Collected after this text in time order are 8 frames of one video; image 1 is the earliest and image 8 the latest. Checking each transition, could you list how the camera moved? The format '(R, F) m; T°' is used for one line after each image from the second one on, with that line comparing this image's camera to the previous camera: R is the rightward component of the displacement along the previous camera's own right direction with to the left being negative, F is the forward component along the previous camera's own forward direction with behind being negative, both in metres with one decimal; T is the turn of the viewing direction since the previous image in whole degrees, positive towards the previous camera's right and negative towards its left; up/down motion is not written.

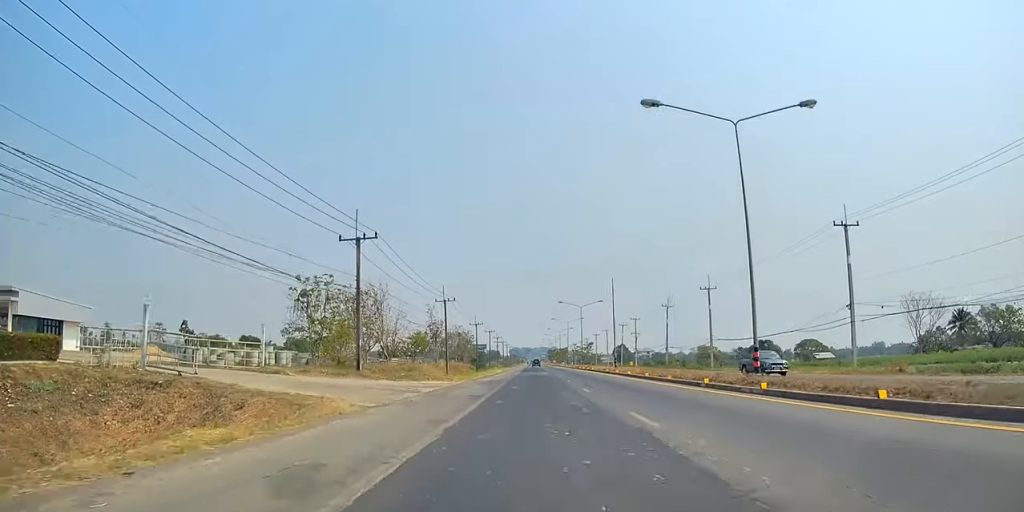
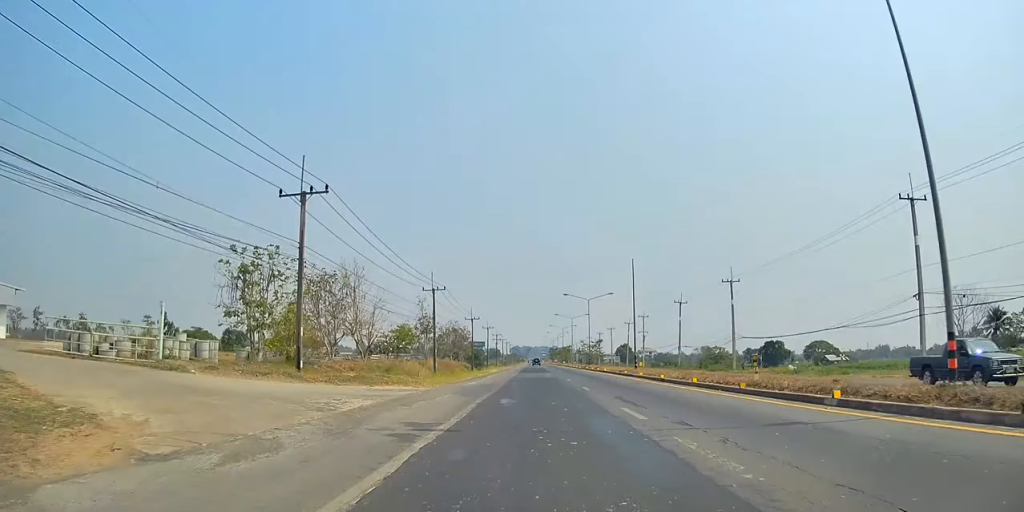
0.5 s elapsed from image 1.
(+0.3, +11.0) m; 0°
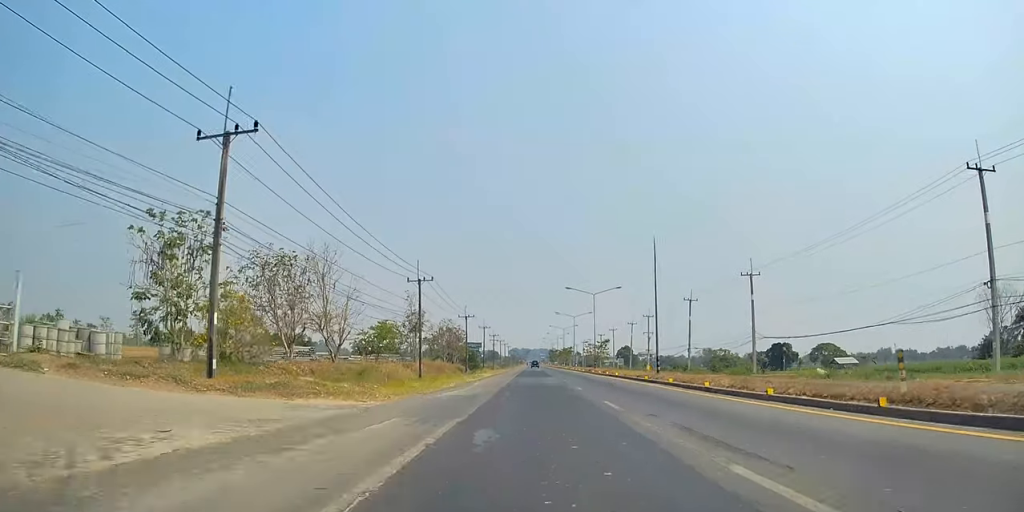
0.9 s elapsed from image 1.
(-0.2, +8.5) m; -1°
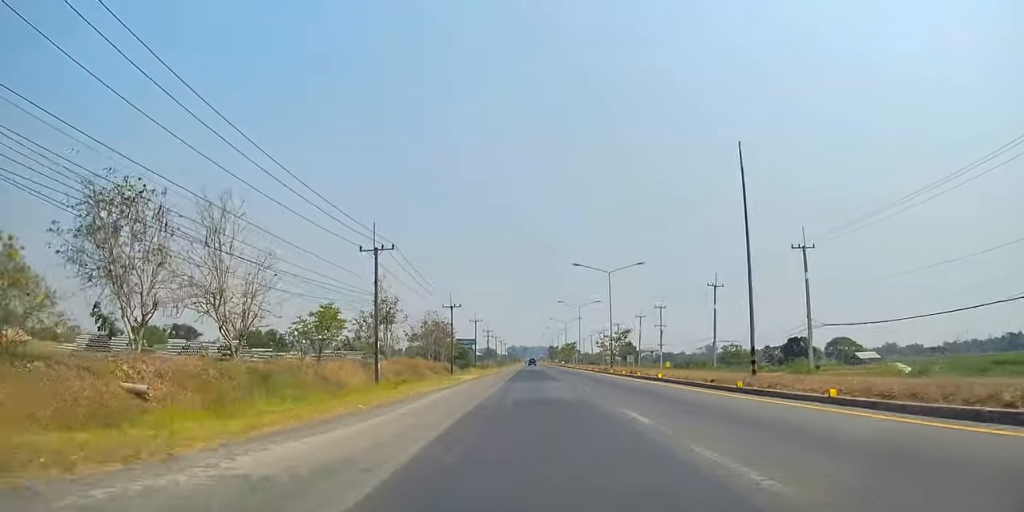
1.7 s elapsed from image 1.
(-0.3, +16.3) m; -2°
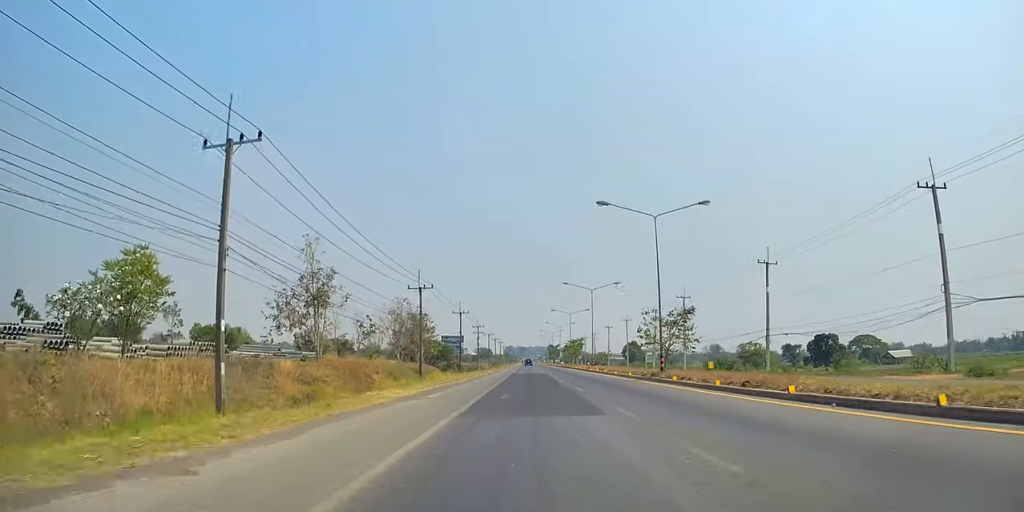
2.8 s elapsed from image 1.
(-0.1, +23.9) m; +1°
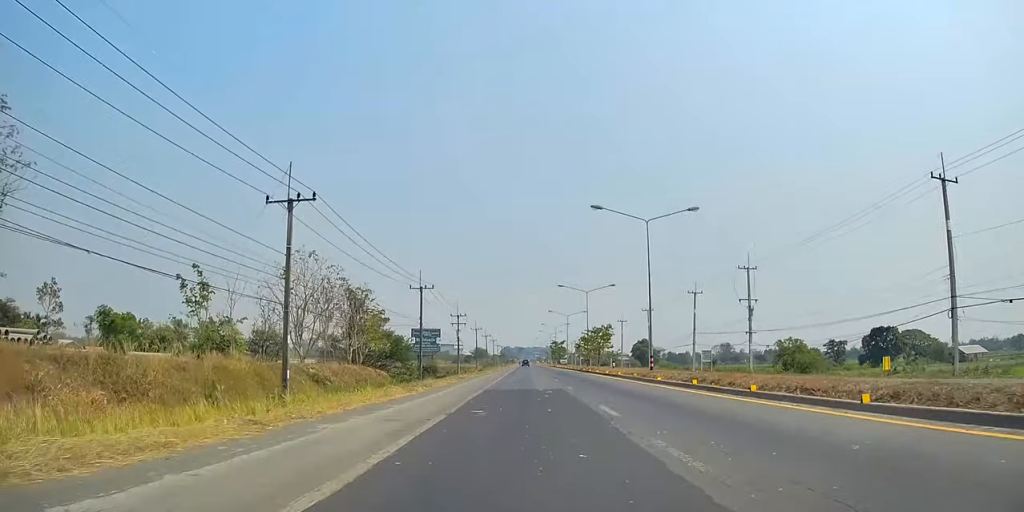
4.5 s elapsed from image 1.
(-0.3, +36.6) m; -2°
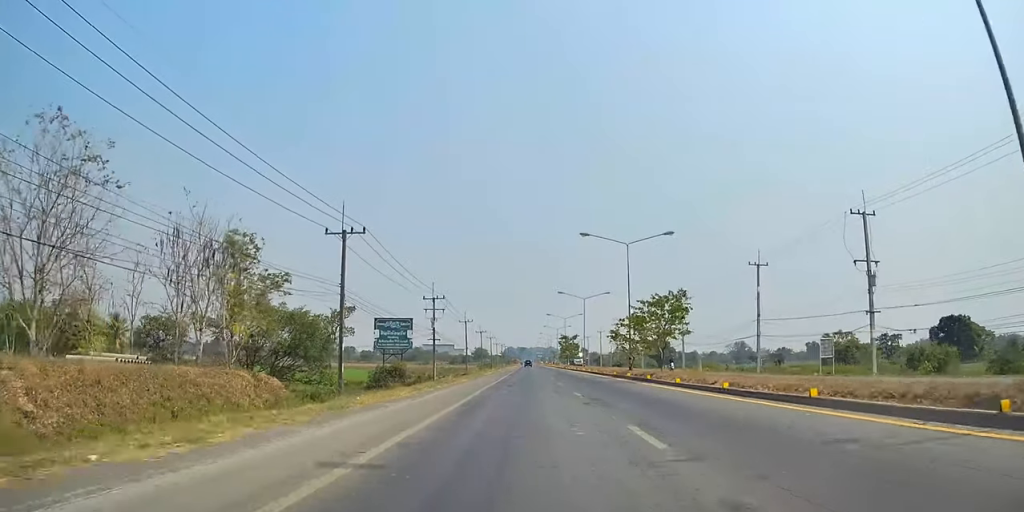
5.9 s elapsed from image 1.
(+0.6, +30.3) m; +2°
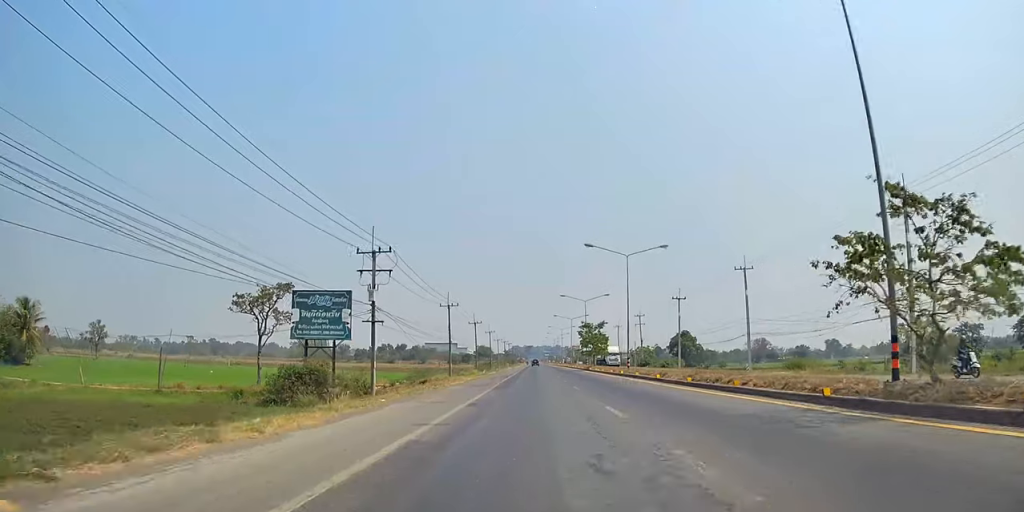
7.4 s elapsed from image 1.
(-0.1, +32.8) m; 0°
